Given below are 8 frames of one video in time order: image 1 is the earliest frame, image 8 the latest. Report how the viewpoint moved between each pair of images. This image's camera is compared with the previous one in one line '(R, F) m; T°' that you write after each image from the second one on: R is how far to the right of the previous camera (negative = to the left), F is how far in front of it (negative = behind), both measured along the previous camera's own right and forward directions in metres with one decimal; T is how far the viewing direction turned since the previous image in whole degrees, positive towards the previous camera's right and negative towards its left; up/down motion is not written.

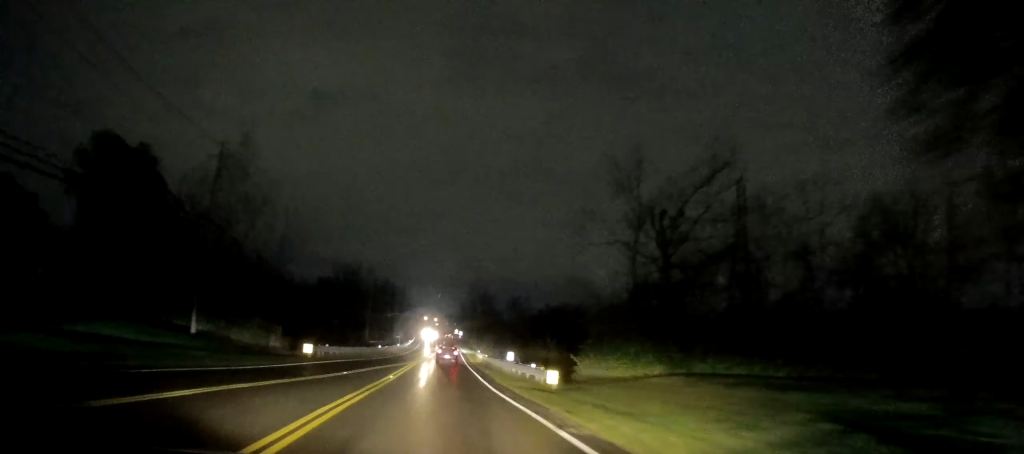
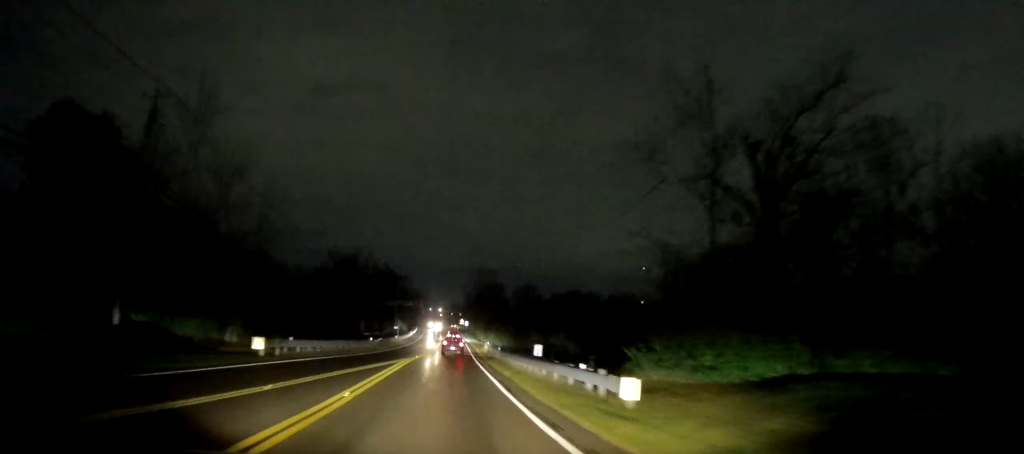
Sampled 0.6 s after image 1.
(-0.3, +10.1) m; 0°
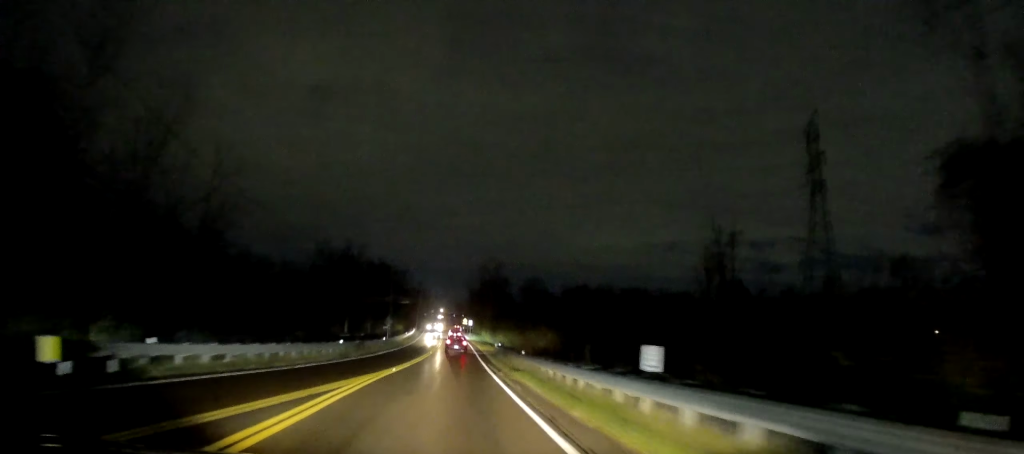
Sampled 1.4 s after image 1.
(+0.4, +14.4) m; 0°
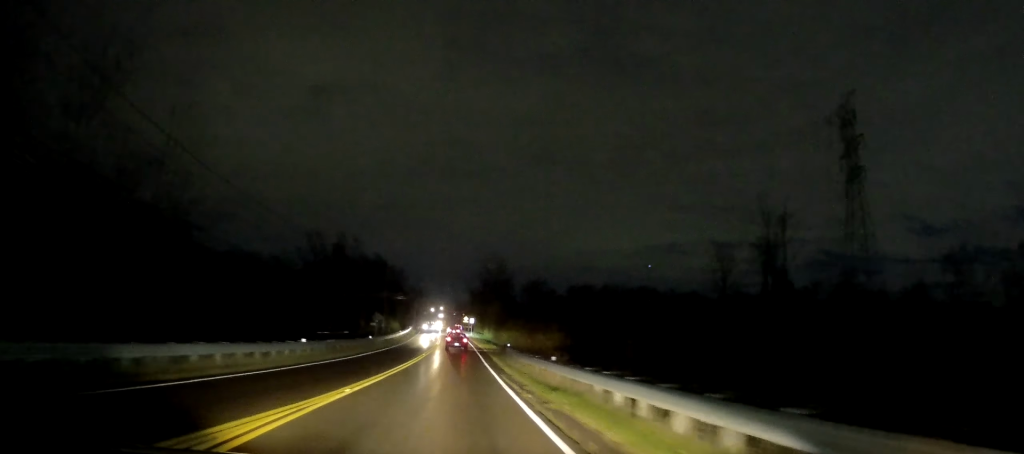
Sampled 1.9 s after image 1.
(0.0, +9.2) m; -1°
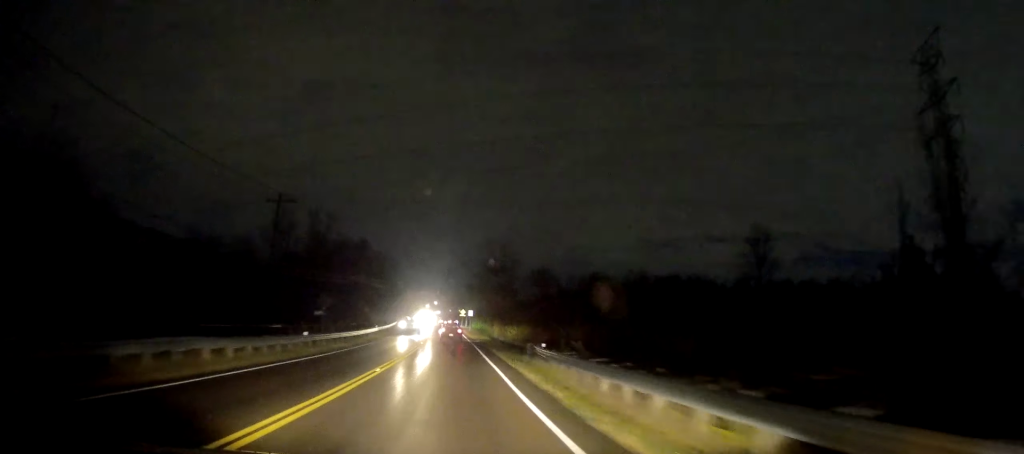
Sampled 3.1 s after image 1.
(-0.6, +19.8) m; -2°
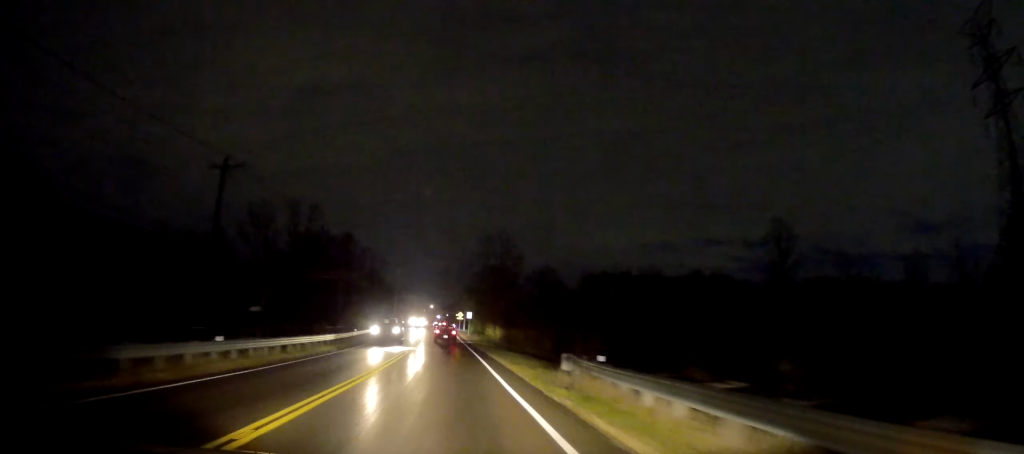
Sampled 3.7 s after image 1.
(0.0, +11.2) m; 0°
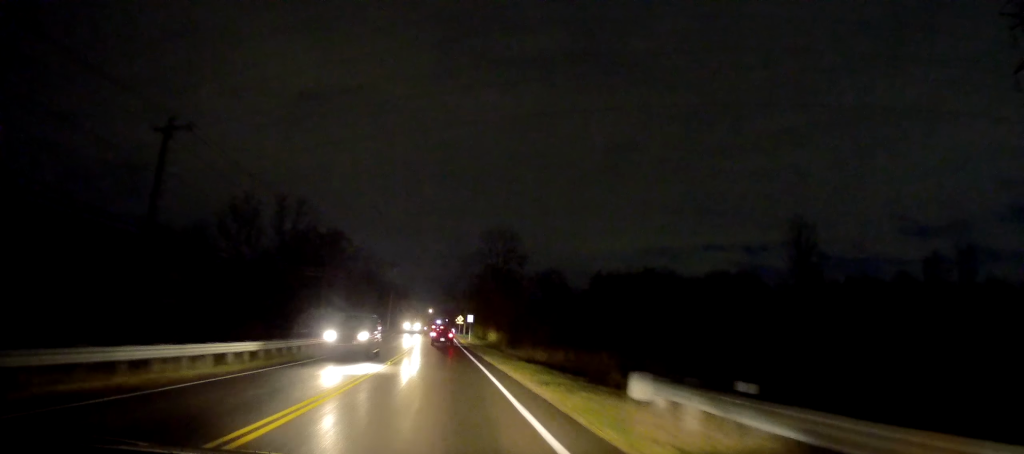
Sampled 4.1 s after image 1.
(0.0, +7.6) m; +1°
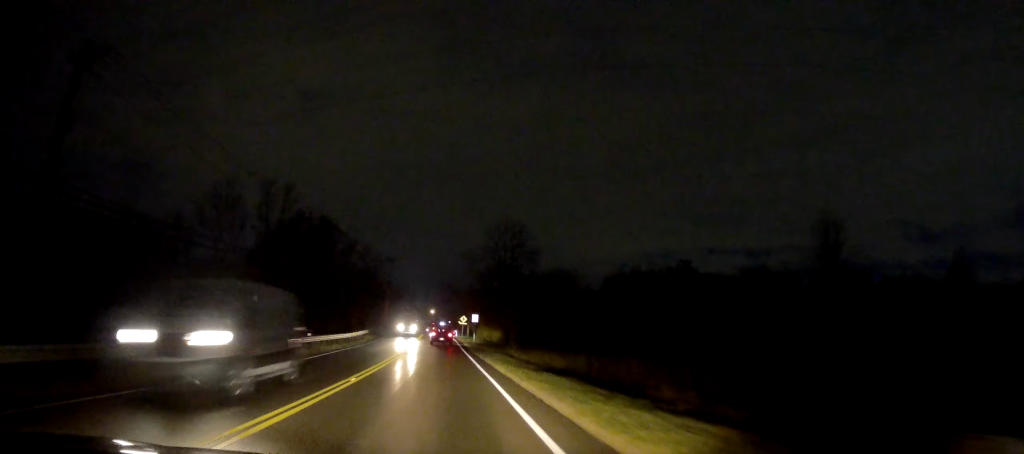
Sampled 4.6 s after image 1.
(-0.1, +8.2) m; +1°
